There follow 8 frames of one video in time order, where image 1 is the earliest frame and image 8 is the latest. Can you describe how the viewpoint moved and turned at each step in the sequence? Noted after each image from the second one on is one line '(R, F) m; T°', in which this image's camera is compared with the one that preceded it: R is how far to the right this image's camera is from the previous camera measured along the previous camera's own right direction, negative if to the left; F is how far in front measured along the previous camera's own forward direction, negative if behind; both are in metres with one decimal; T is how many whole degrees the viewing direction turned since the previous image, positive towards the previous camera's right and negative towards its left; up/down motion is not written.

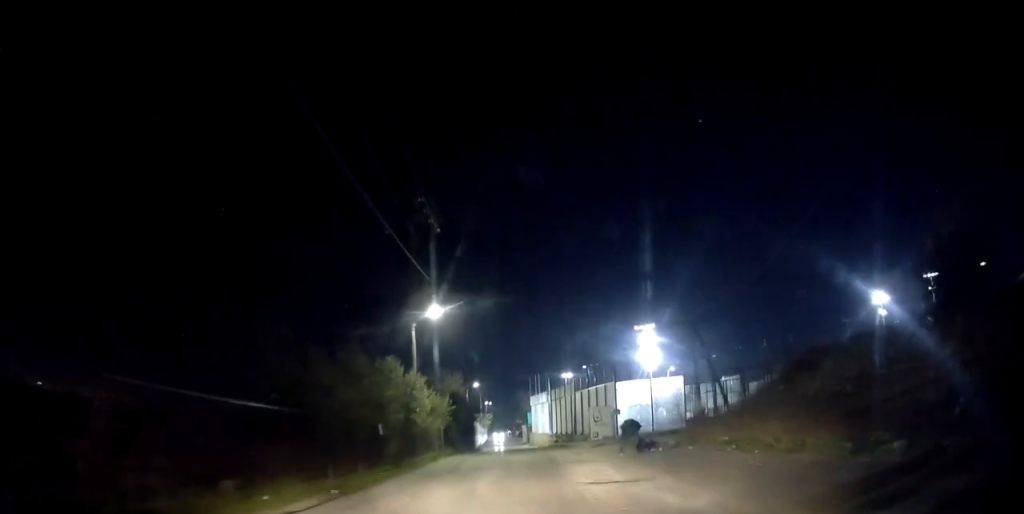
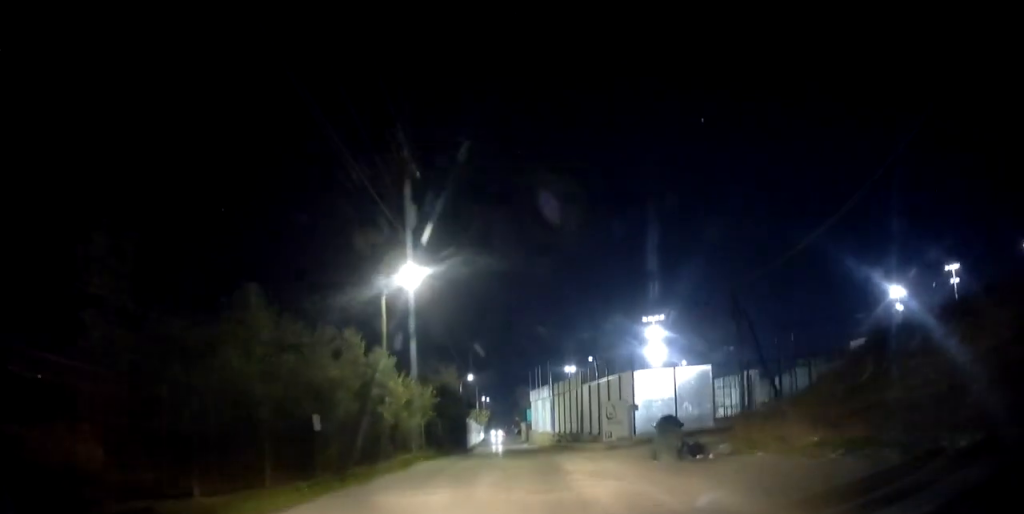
(-0.1, +5.7) m; -1°
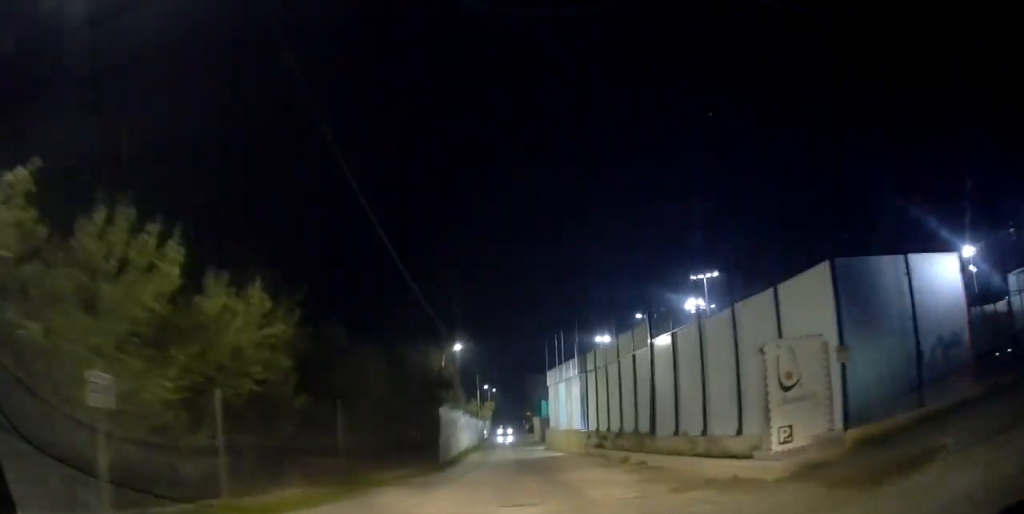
(-0.3, +18.0) m; -1°
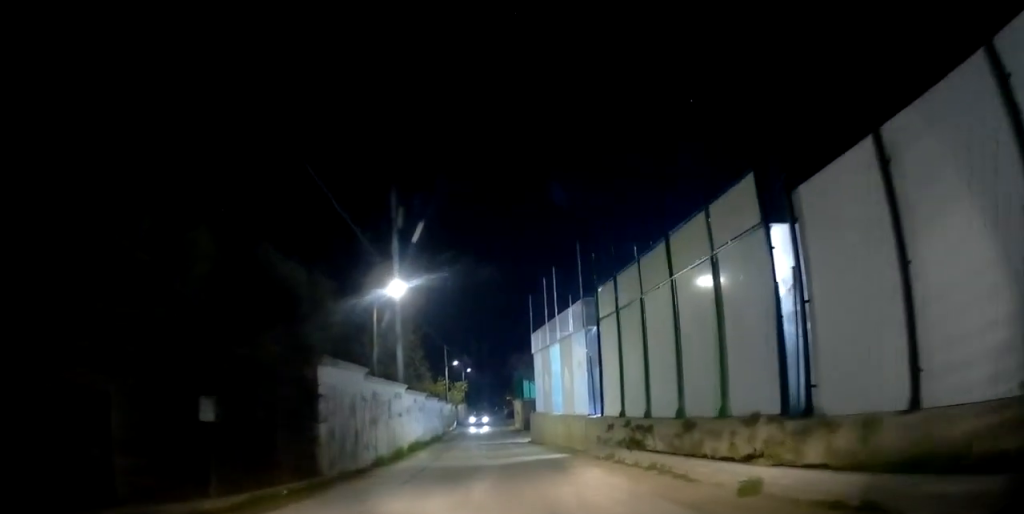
(0.0, +12.1) m; +3°
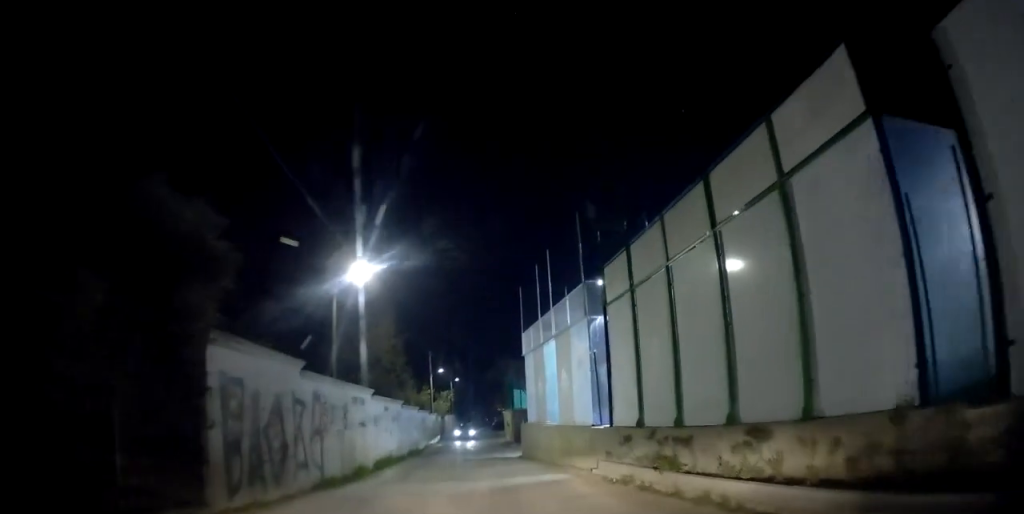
(+0.1, +4.0) m; 0°
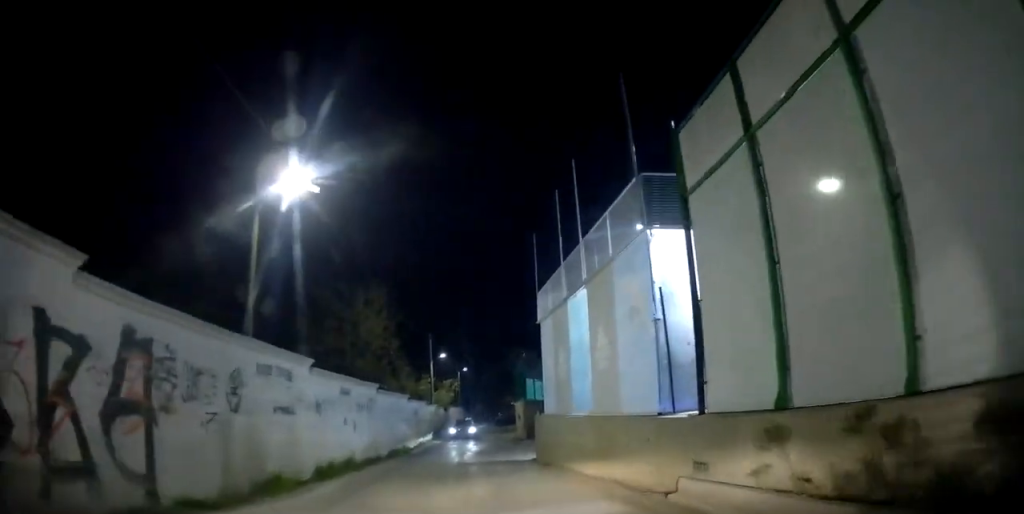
(0.0, +7.1) m; -4°
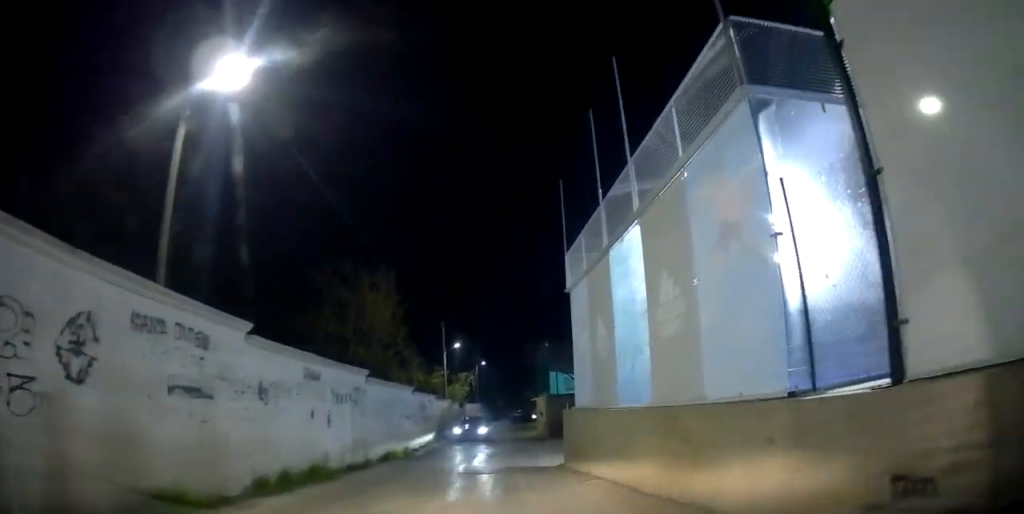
(-0.3, +4.3) m; -3°
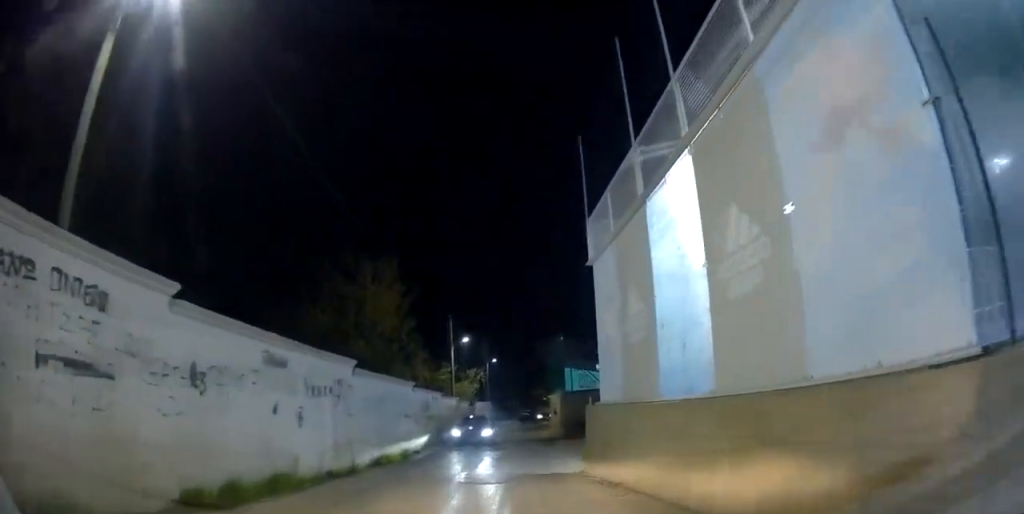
(0.0, +2.5) m; +2°
